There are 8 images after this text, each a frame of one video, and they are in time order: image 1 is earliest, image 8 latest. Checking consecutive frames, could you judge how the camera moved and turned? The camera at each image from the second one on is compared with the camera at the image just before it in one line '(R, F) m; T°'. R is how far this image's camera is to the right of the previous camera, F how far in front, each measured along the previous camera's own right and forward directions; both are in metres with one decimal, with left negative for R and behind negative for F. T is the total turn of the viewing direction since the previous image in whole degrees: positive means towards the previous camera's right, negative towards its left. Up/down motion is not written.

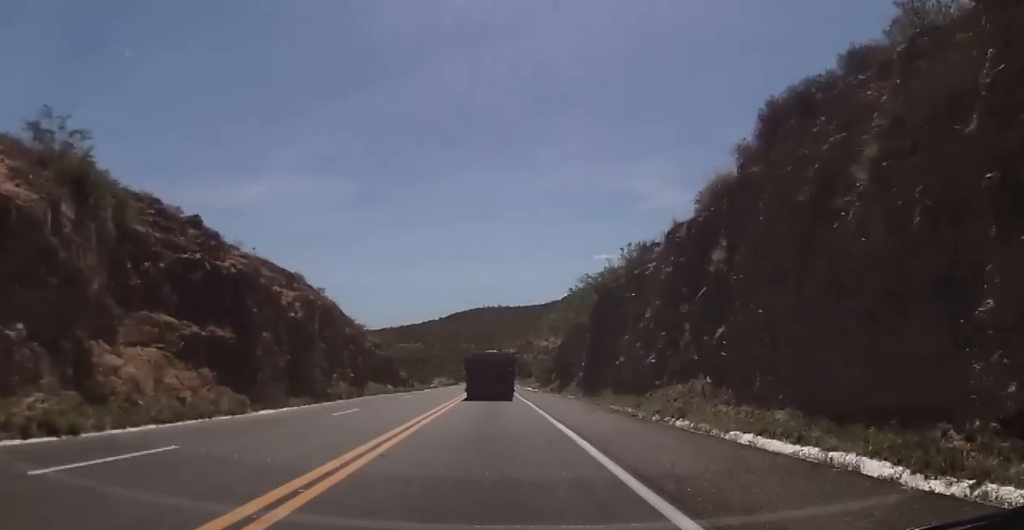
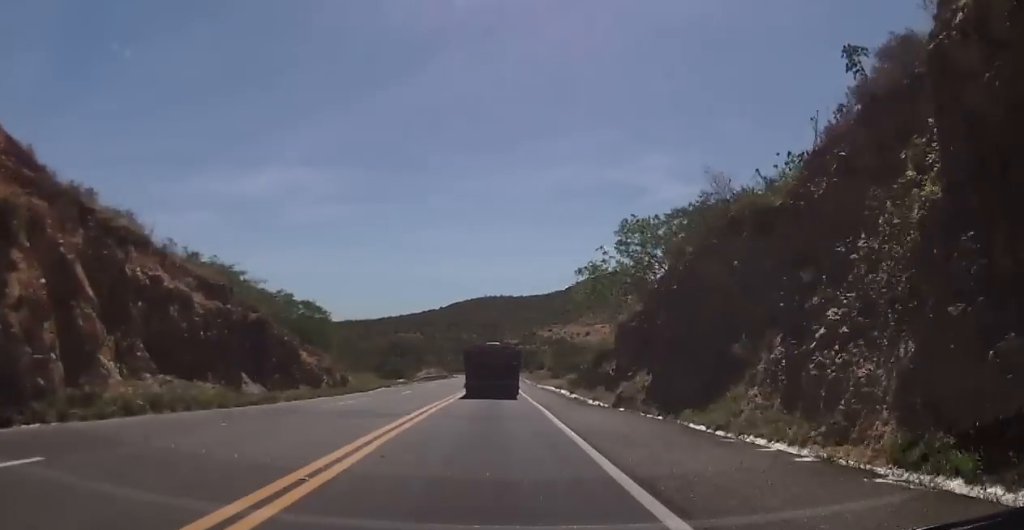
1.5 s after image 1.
(+0.3, +35.6) m; +1°
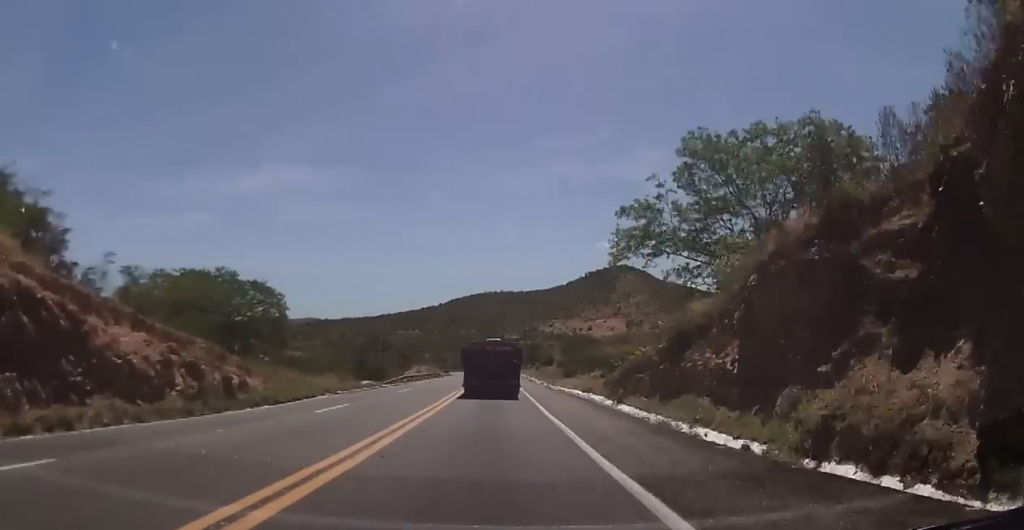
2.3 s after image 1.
(0.0, +19.1) m; -1°
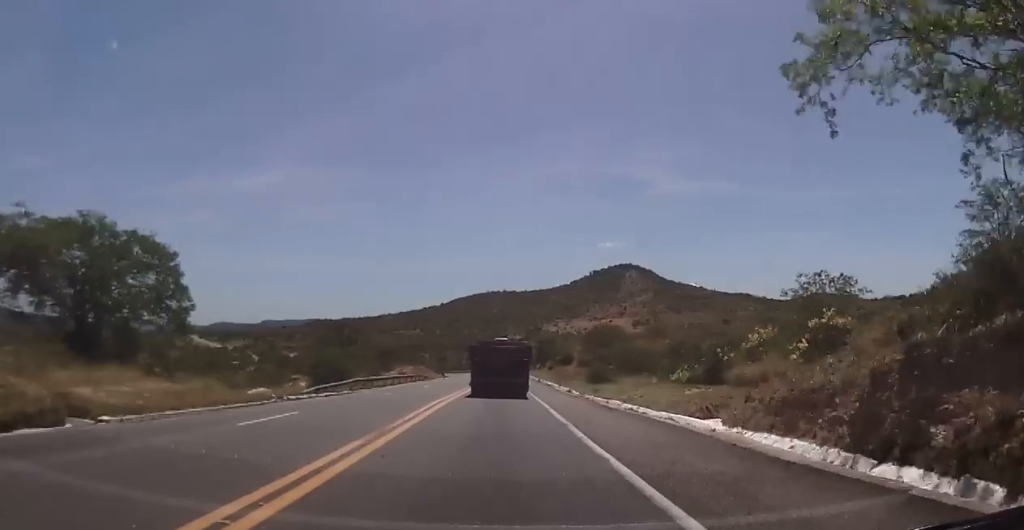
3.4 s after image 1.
(-0.3, +24.9) m; 0°
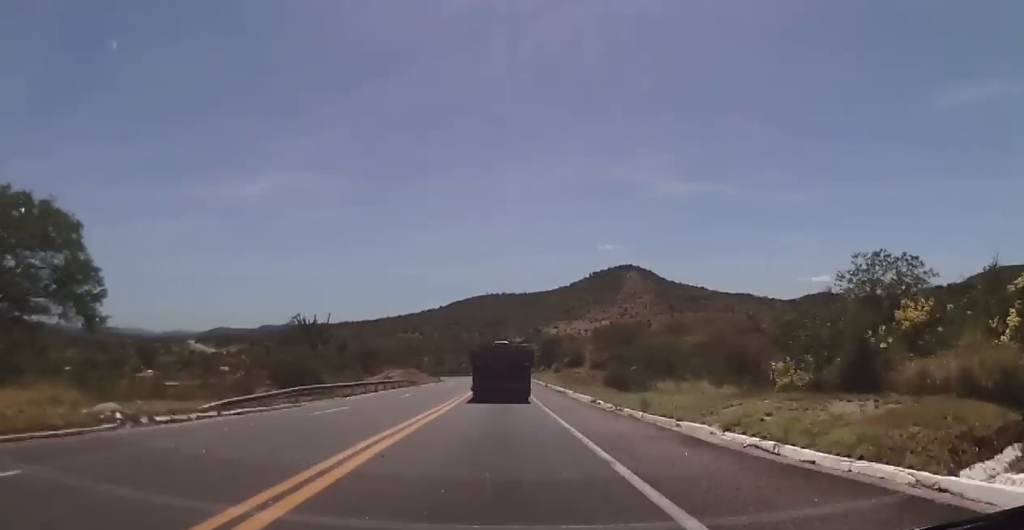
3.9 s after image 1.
(+0.1, +12.2) m; 0°
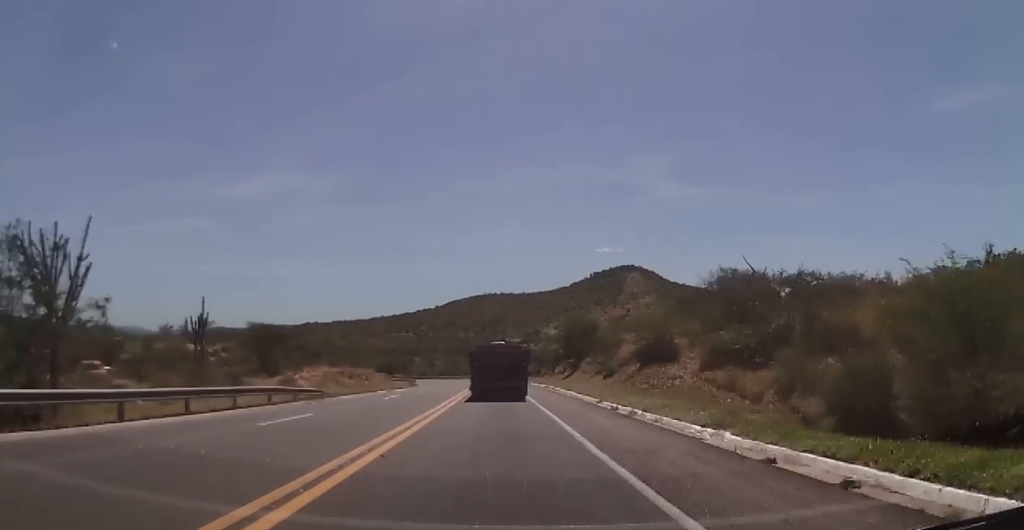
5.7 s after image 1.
(+0.3, +40.3) m; 0°
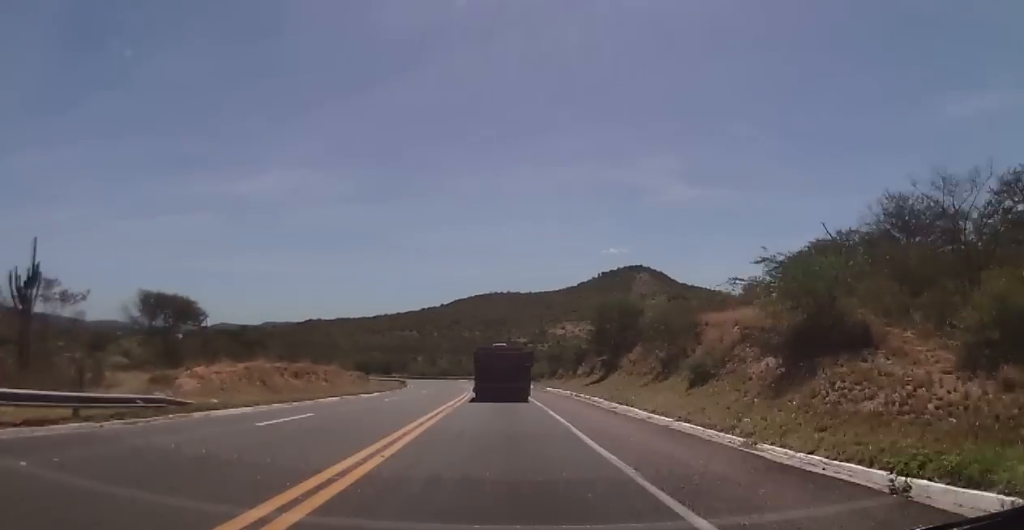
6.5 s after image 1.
(0.0, +18.4) m; 0°
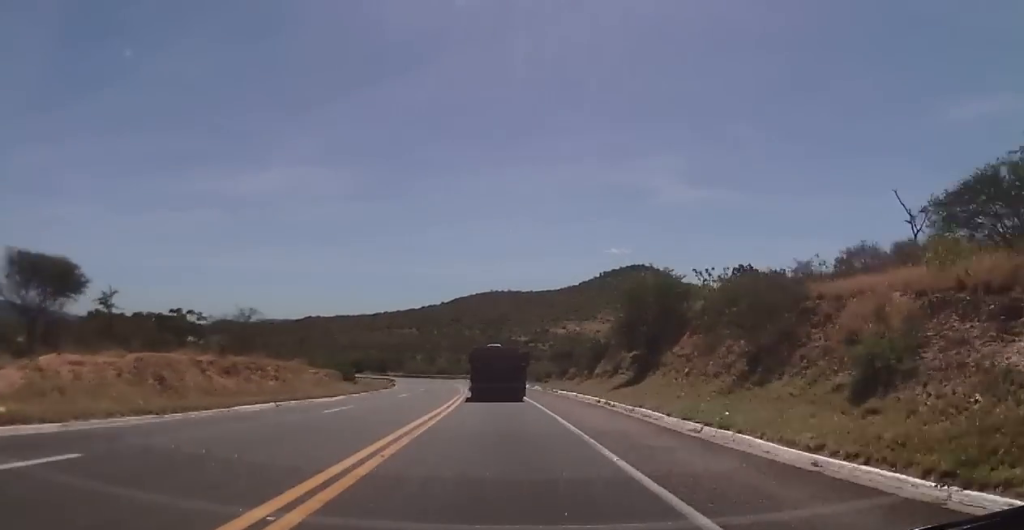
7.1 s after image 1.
(-0.1, +11.6) m; 0°
